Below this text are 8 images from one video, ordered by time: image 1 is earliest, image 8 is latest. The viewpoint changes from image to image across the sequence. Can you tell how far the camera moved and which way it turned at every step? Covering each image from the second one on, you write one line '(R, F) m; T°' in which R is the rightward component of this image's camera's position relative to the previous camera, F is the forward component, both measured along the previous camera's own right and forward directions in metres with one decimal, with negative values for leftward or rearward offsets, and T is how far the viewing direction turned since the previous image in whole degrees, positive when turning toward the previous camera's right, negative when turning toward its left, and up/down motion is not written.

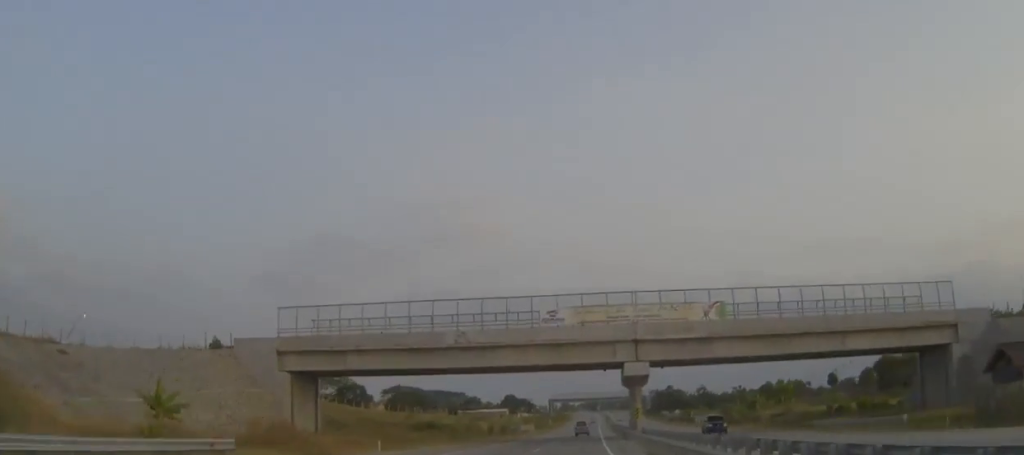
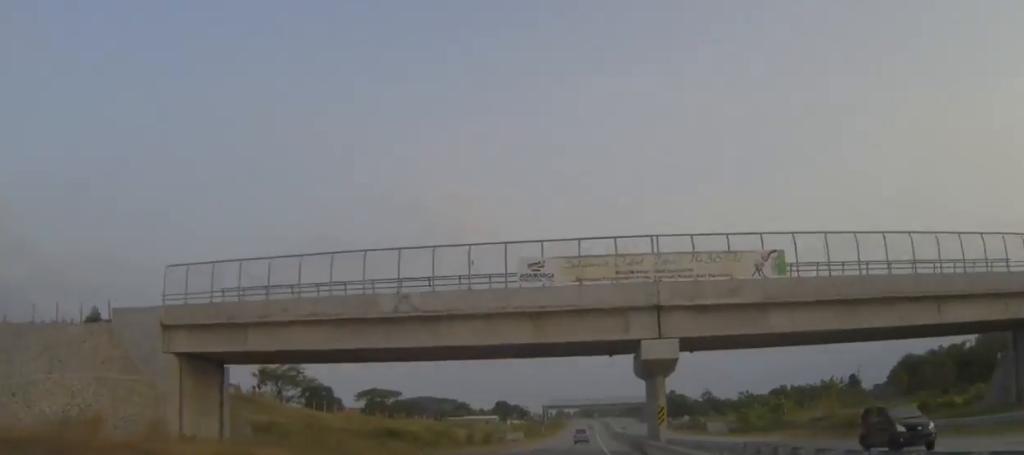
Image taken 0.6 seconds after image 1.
(+0.1, +19.9) m; 0°
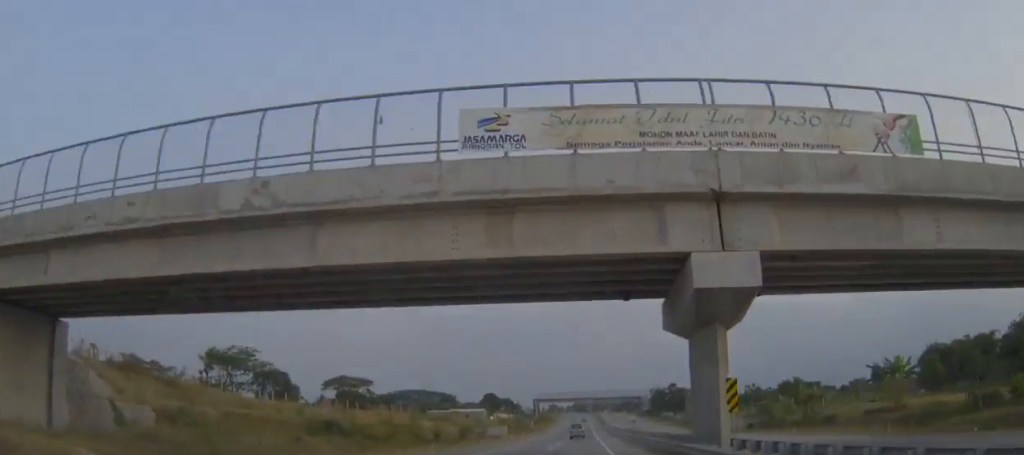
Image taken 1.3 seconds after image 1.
(+0.1, +20.0) m; 0°
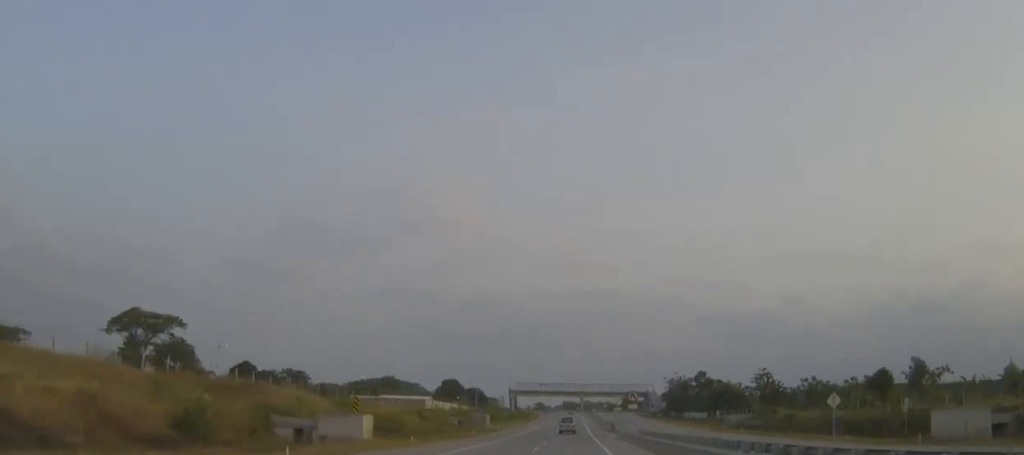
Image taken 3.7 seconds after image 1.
(+0.8, +77.1) m; +1°
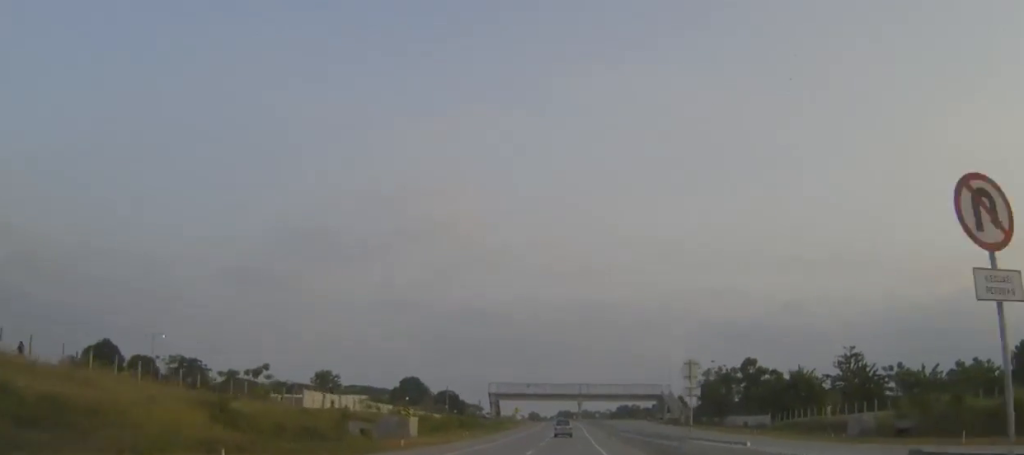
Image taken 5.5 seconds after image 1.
(0.0, +53.5) m; 0°
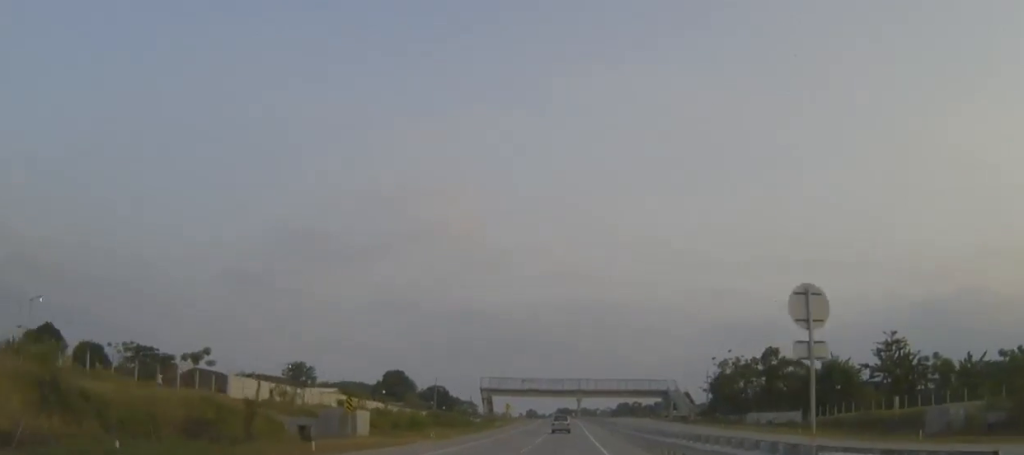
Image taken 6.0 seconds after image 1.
(+0.1, +15.4) m; 0°
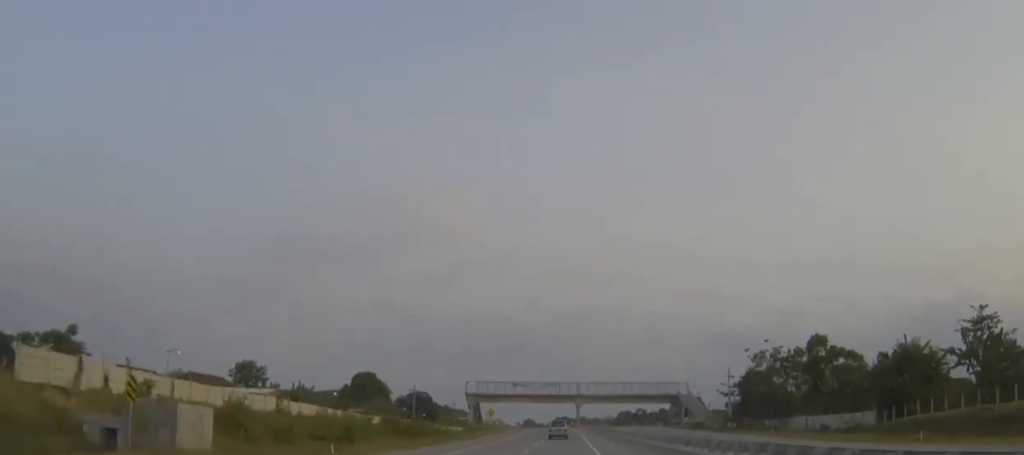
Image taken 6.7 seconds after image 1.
(0.0, +23.5) m; 0°
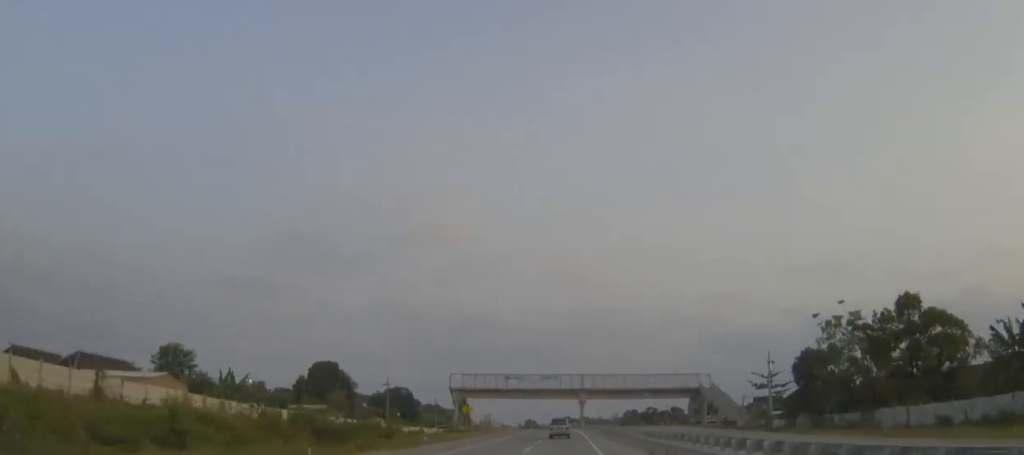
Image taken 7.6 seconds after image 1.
(0.0, +26.2) m; 0°
